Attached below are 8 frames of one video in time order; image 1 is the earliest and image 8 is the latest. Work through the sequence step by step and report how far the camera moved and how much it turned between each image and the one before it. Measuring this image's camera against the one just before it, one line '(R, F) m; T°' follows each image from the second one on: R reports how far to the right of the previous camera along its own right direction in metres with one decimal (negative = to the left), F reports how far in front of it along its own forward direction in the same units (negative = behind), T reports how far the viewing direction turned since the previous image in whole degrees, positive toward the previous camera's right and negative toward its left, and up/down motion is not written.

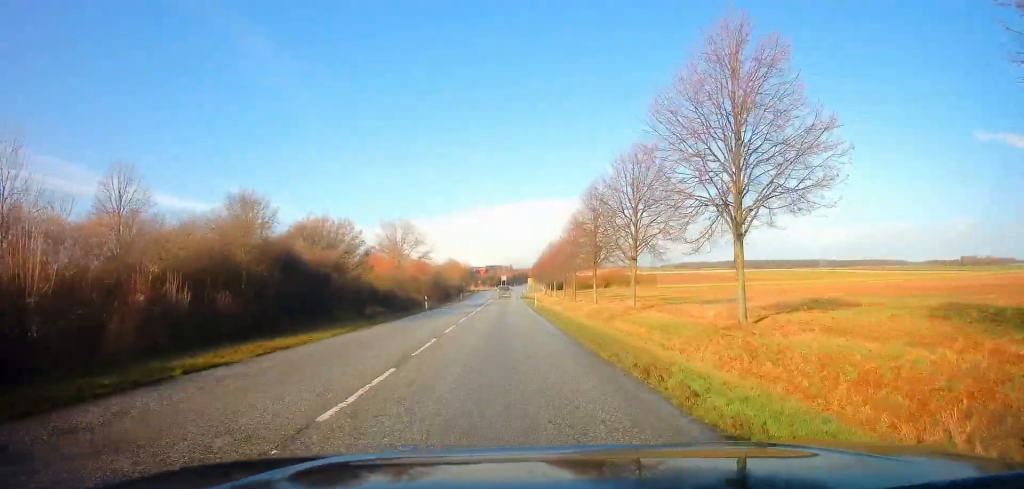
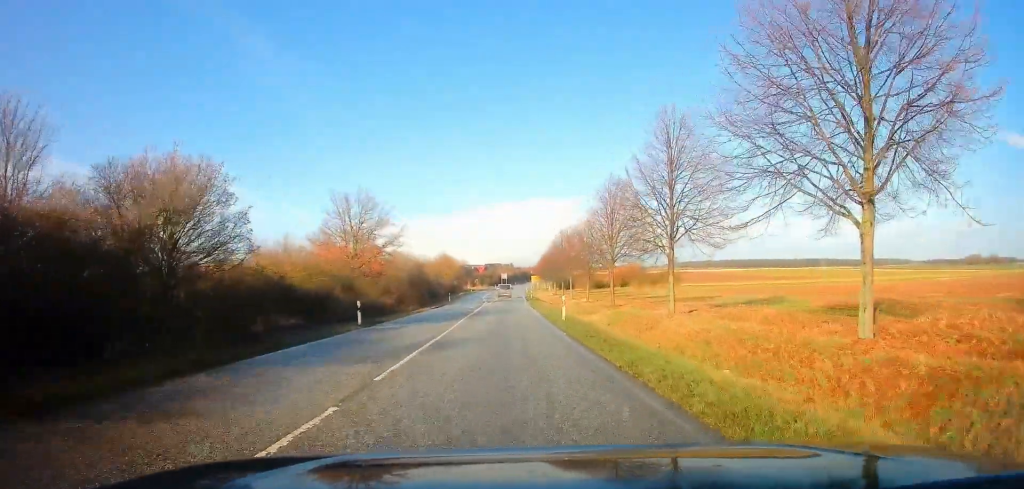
(+0.3, +21.7) m; +1°
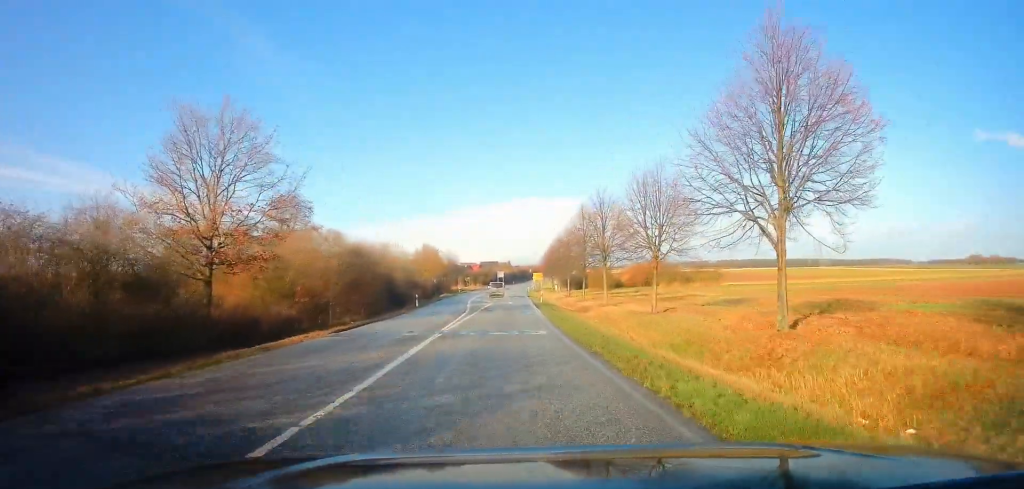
(0.0, +25.9) m; 0°
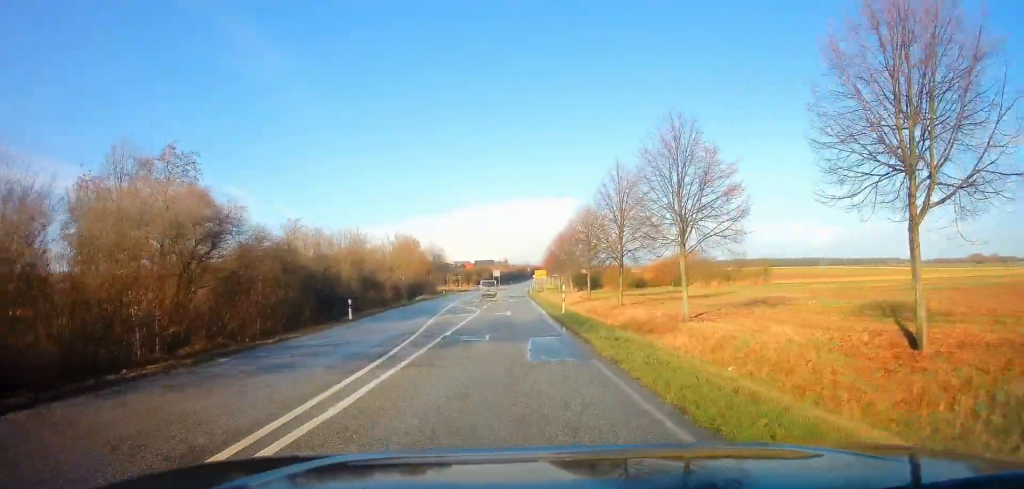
(+0.1, +20.8) m; 0°
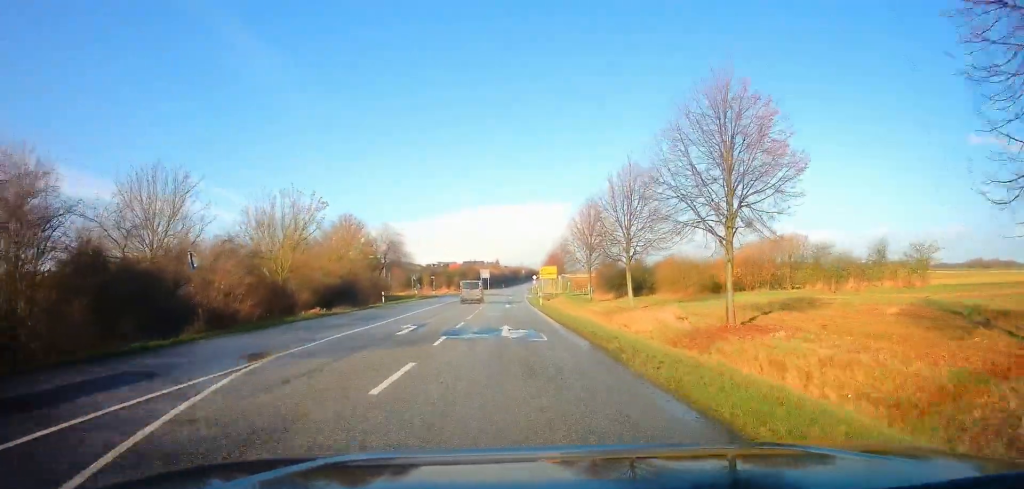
(-0.1, +35.7) m; +1°
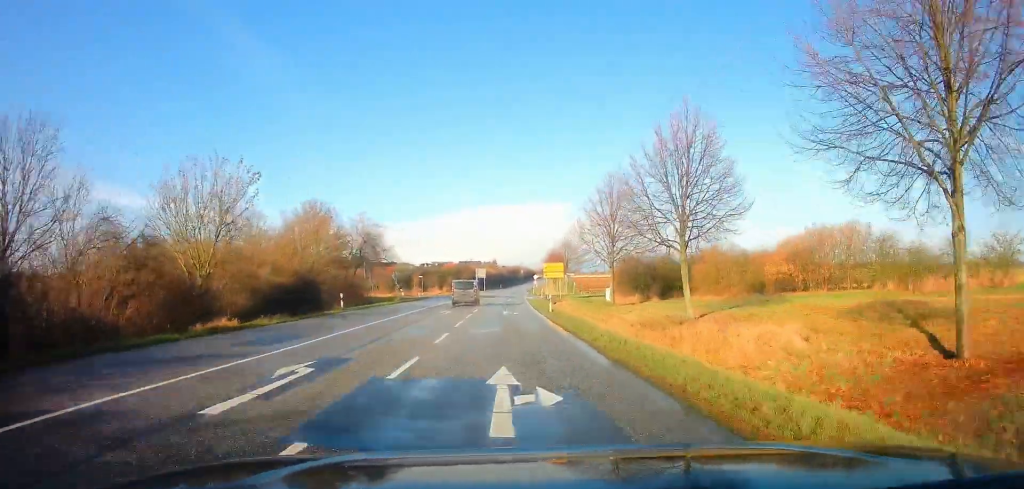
(+0.2, +11.1) m; +1°
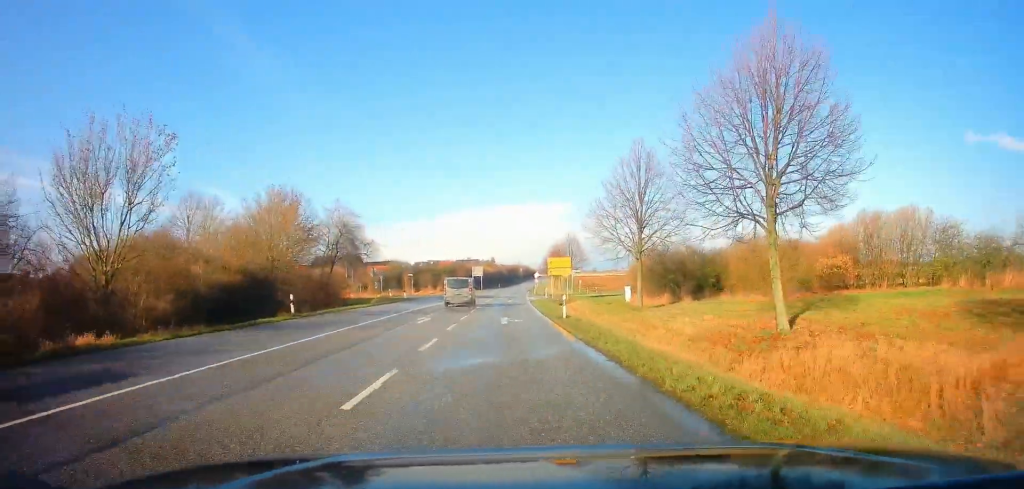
(0.0, +8.1) m; 0°
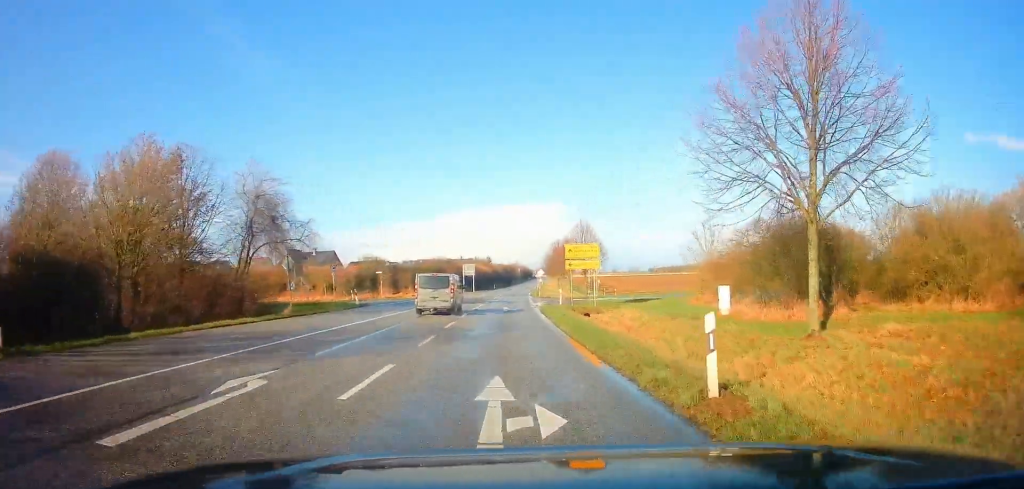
(0.0, +17.6) m; 0°
